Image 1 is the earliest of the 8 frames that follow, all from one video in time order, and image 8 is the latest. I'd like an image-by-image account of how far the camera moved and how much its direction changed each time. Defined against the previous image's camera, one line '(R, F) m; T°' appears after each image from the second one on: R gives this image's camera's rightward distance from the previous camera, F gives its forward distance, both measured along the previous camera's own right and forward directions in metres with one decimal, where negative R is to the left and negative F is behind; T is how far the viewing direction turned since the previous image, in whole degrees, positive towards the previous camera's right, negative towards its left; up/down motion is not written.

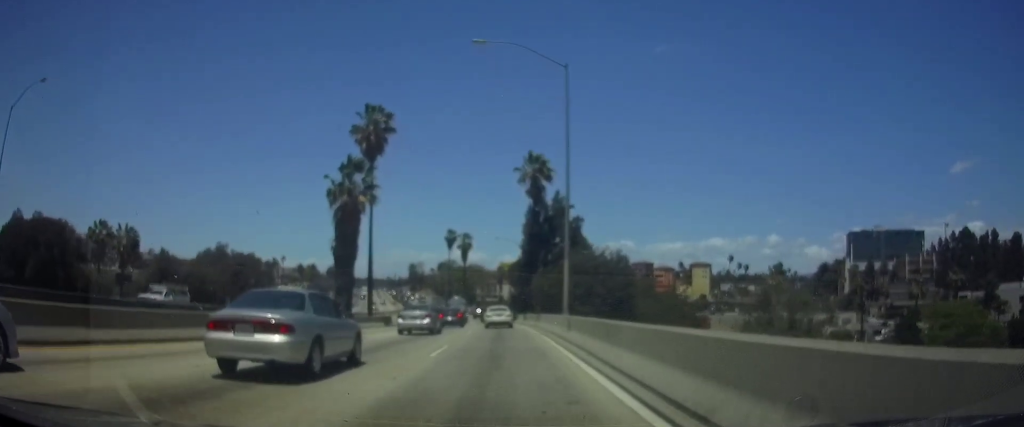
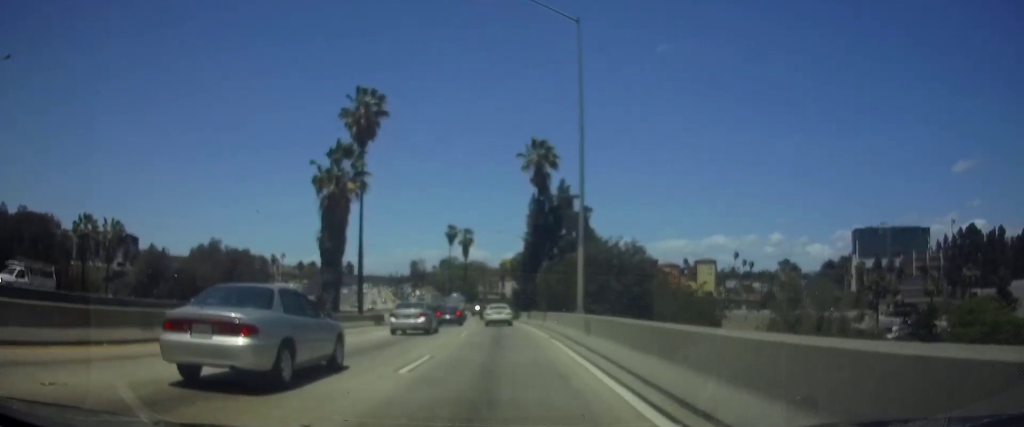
(0.0, +4.6) m; 0°
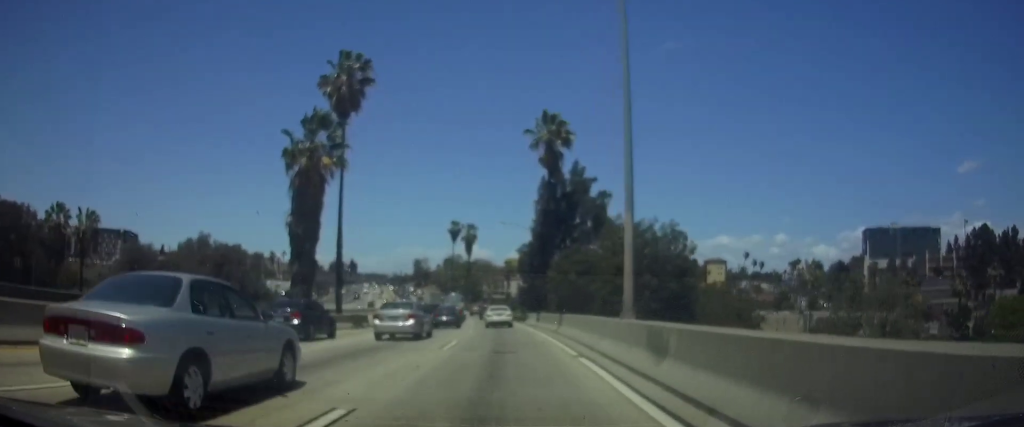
(0.0, +7.9) m; -1°
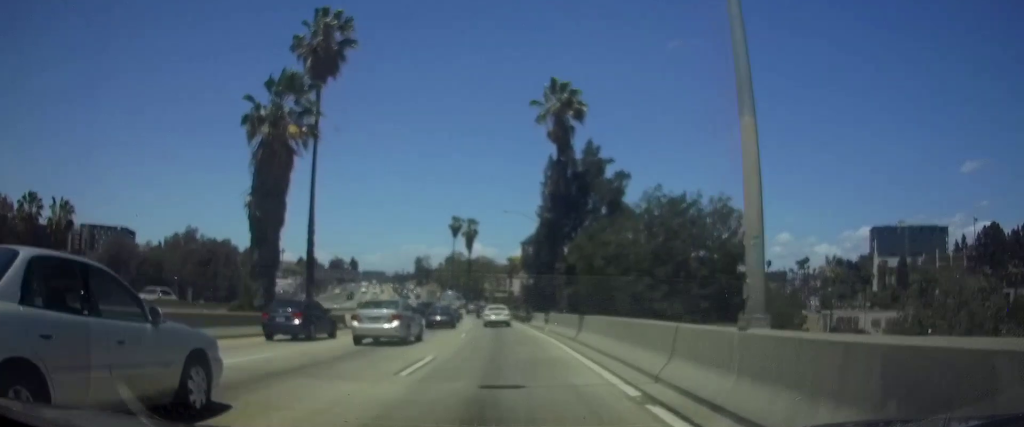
(-0.2, +7.0) m; 0°
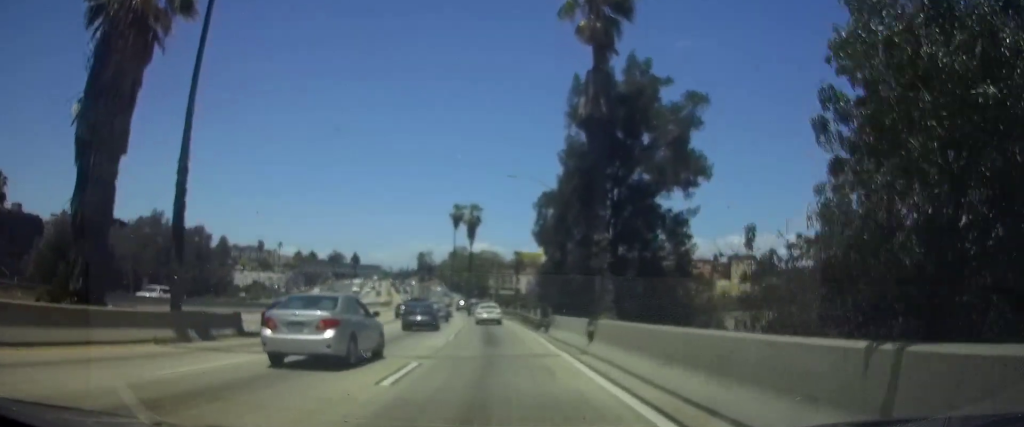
(+0.3, +16.5) m; 0°
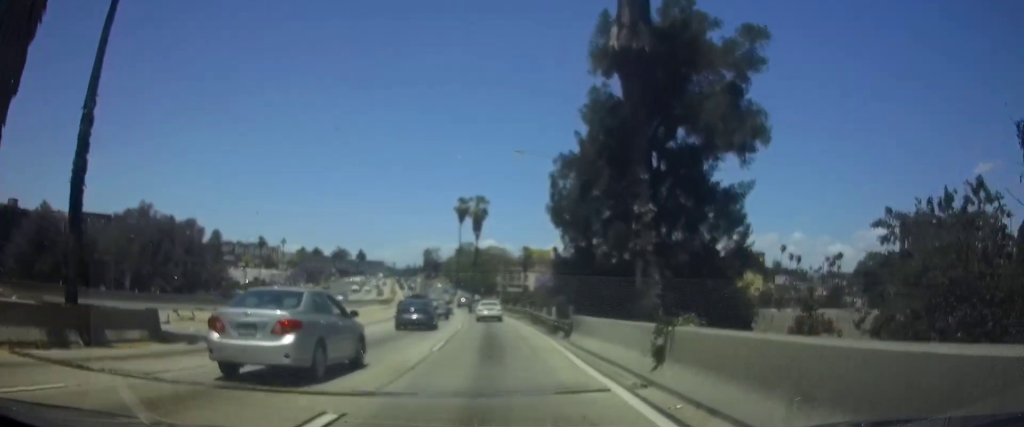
(0.0, +6.8) m; -1°
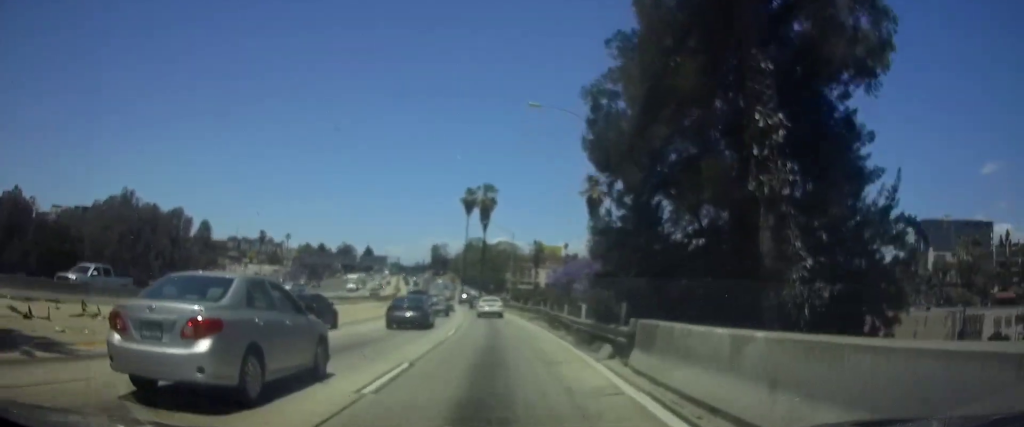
(-0.1, +8.8) m; -1°
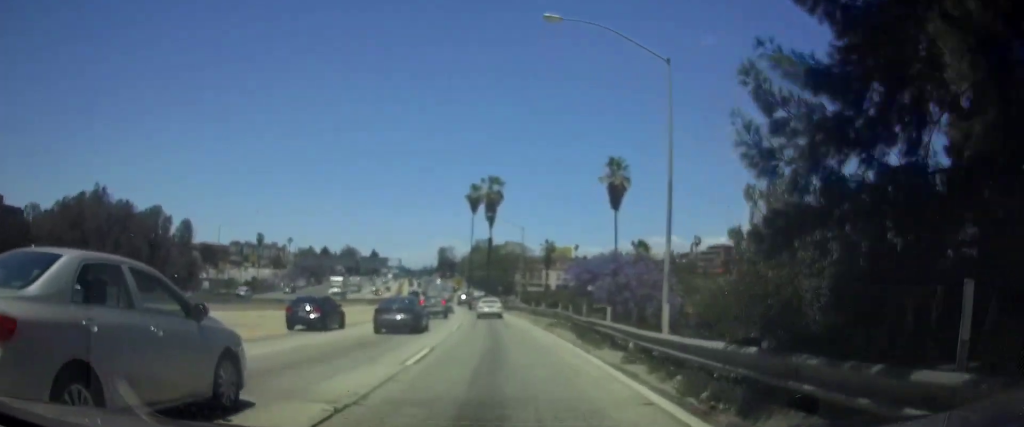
(0.0, +10.6) m; -1°
